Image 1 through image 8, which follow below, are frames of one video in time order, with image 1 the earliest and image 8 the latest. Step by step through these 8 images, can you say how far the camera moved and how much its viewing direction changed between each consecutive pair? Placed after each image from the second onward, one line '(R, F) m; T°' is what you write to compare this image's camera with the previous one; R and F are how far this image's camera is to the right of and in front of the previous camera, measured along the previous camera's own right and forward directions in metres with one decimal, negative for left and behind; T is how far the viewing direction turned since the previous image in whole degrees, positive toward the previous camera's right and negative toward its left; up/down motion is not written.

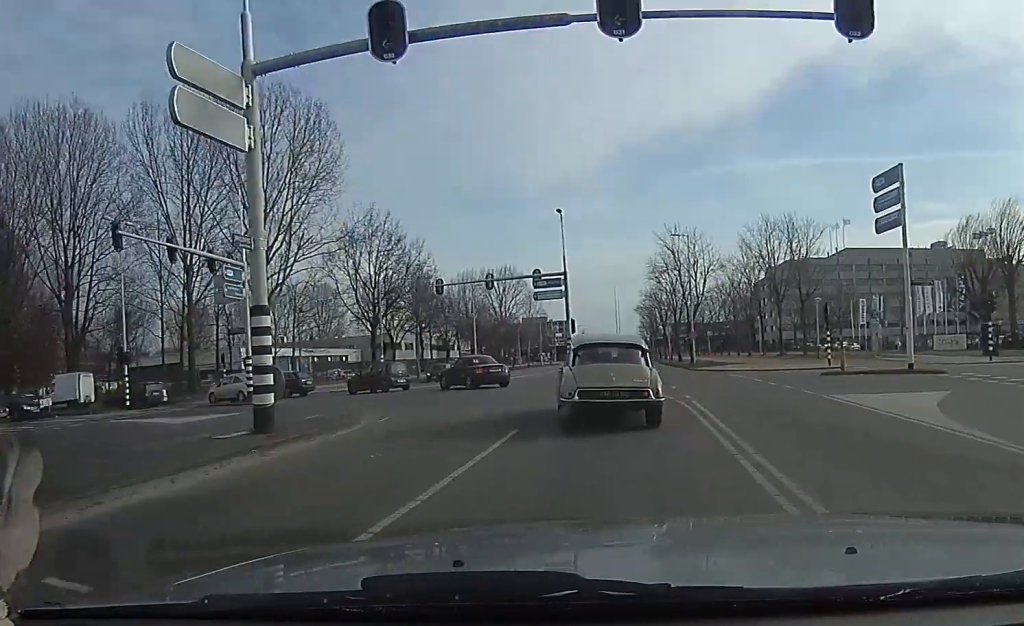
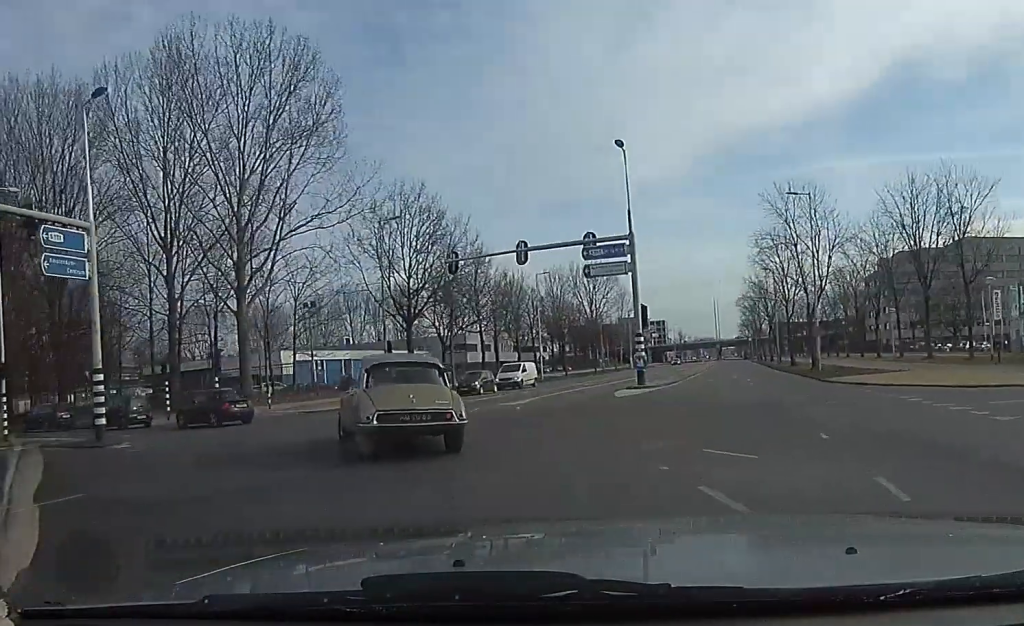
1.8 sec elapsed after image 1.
(-0.6, +14.1) m; -3°
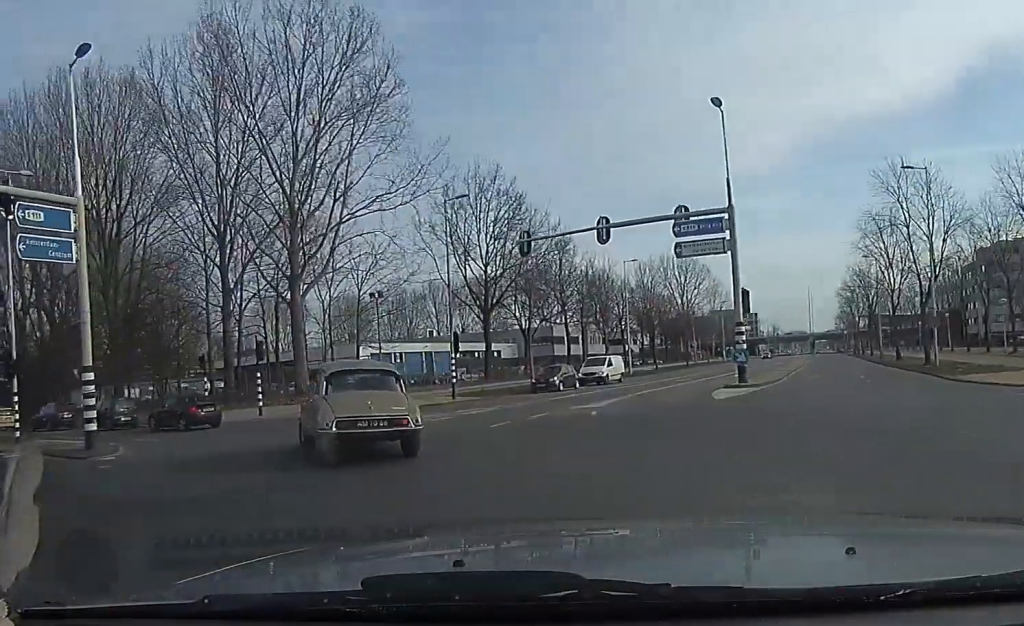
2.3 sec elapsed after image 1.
(+0.2, +3.9) m; -8°
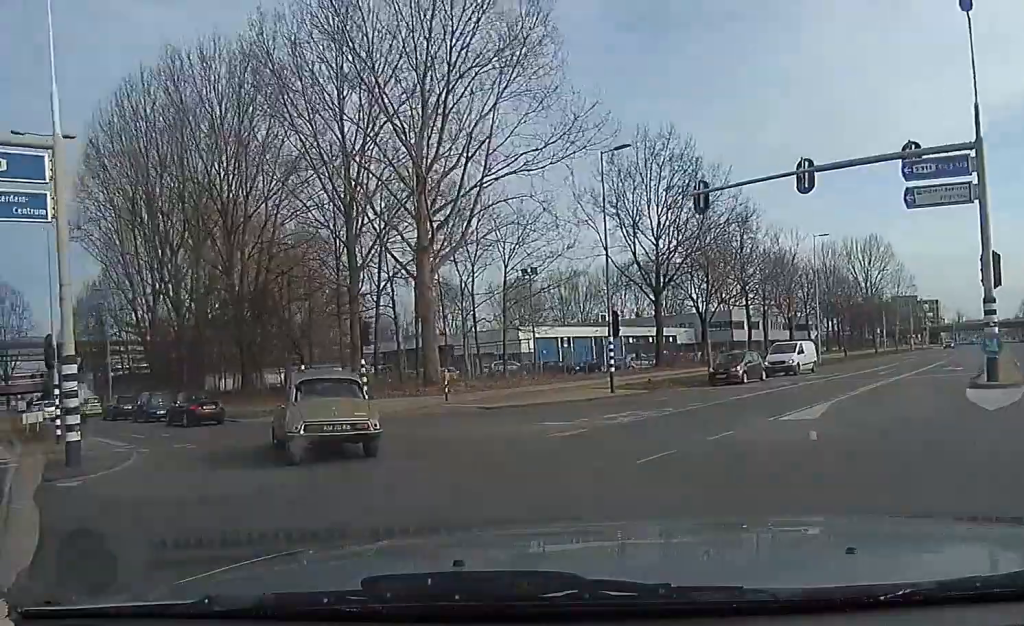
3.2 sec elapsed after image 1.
(-0.9, +6.2) m; -13°
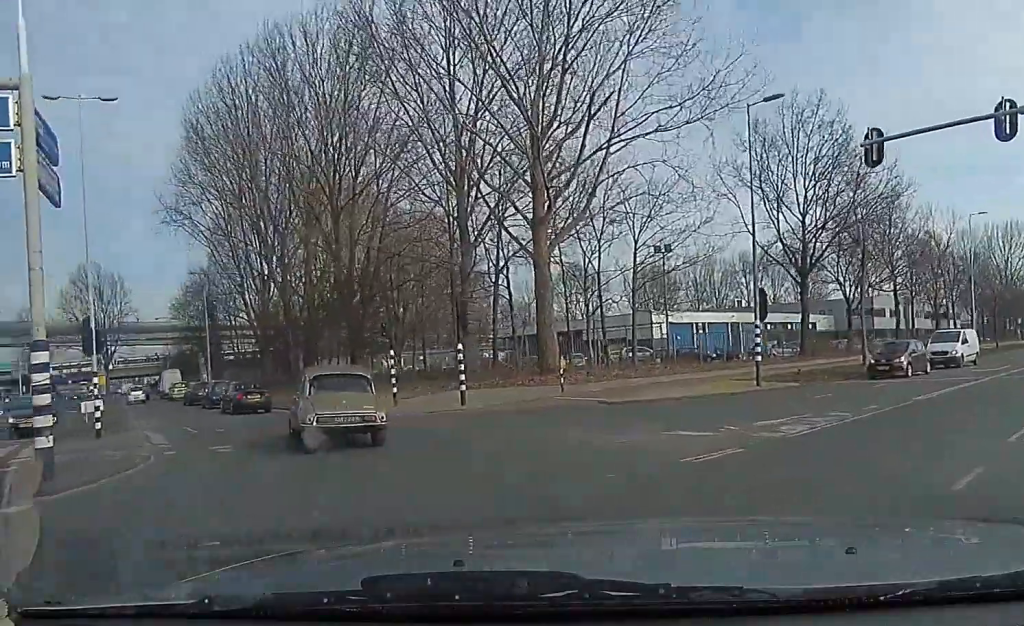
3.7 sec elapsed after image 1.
(-0.4, +4.1) m; -9°
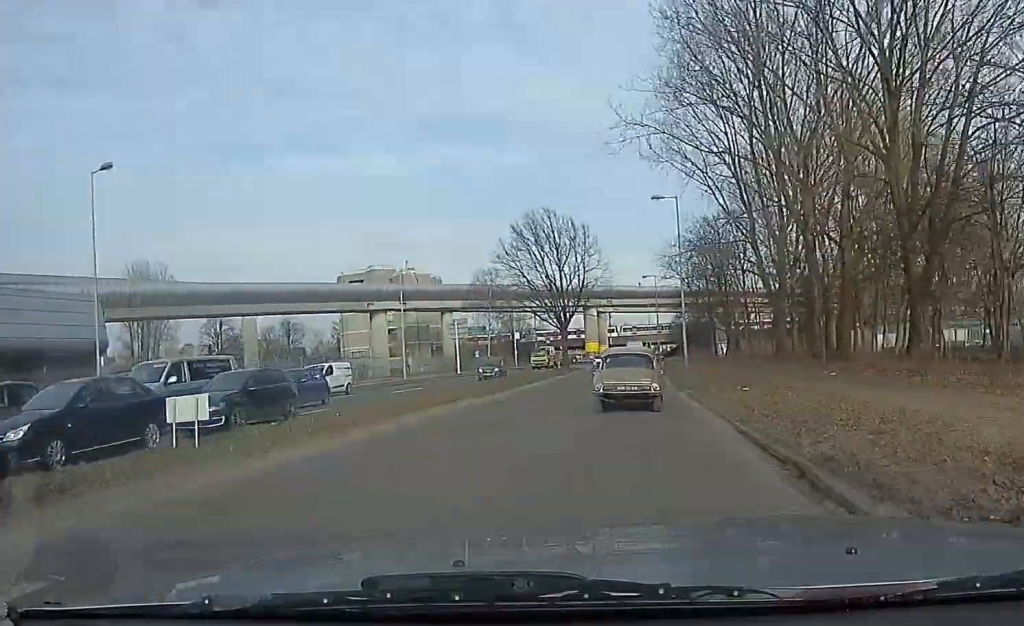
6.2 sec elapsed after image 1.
(-10.2, +15.6) m; -50°
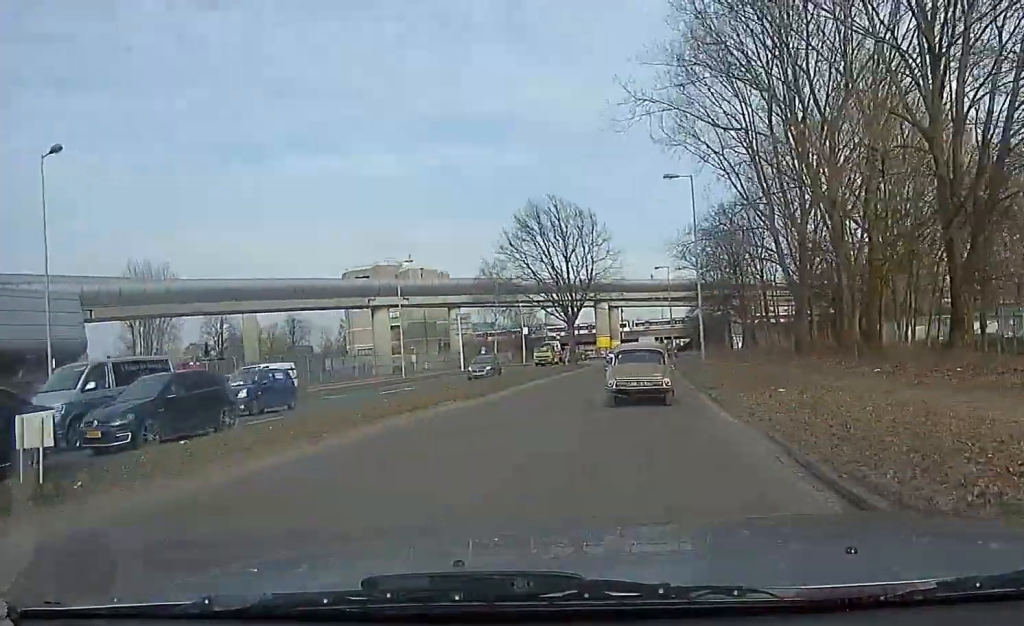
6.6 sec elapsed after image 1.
(+0.1, +3.5) m; 0°
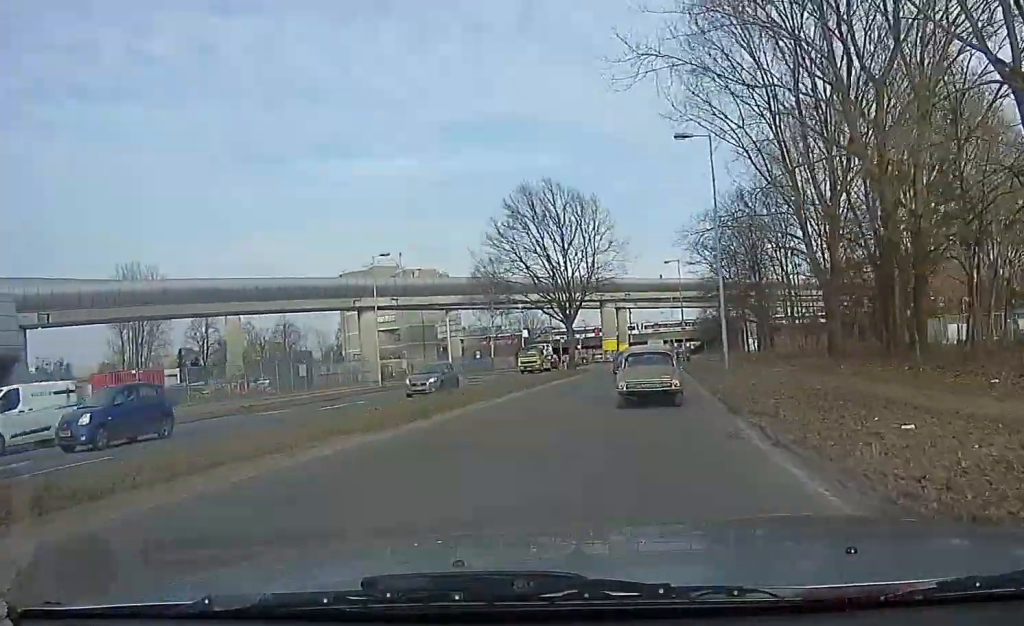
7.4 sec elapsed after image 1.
(-0.2, +6.9) m; -2°
